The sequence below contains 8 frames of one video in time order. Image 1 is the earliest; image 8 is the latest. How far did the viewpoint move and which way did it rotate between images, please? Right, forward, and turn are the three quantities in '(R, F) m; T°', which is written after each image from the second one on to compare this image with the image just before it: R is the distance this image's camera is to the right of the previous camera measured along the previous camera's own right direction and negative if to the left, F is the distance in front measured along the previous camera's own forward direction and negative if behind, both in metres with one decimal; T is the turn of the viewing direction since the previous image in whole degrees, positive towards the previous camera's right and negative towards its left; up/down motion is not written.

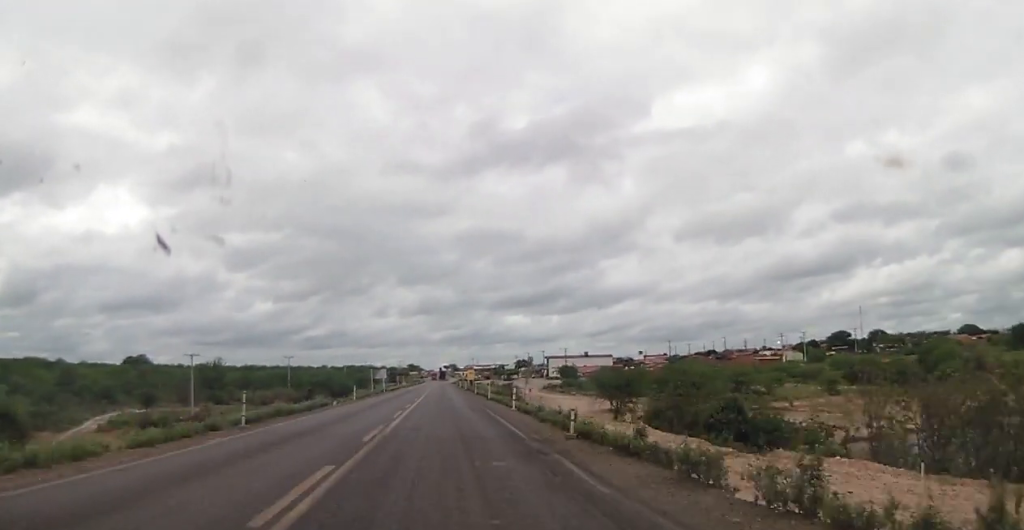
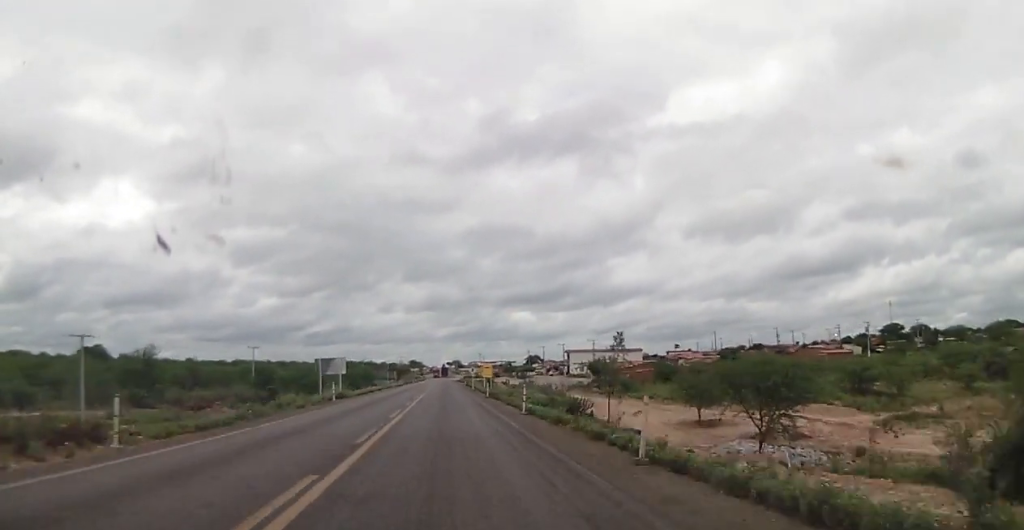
(0.0, +36.4) m; 0°
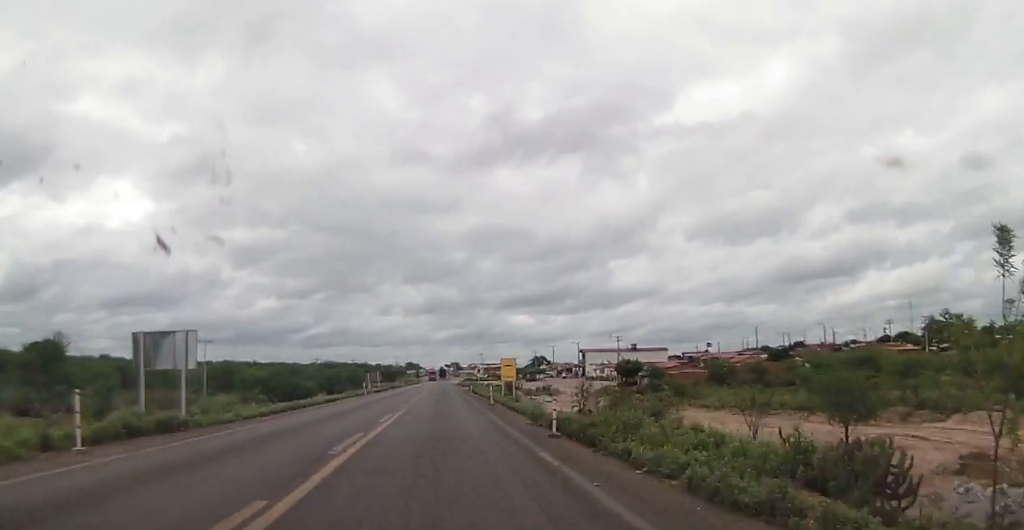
(0.0, +27.2) m; 0°
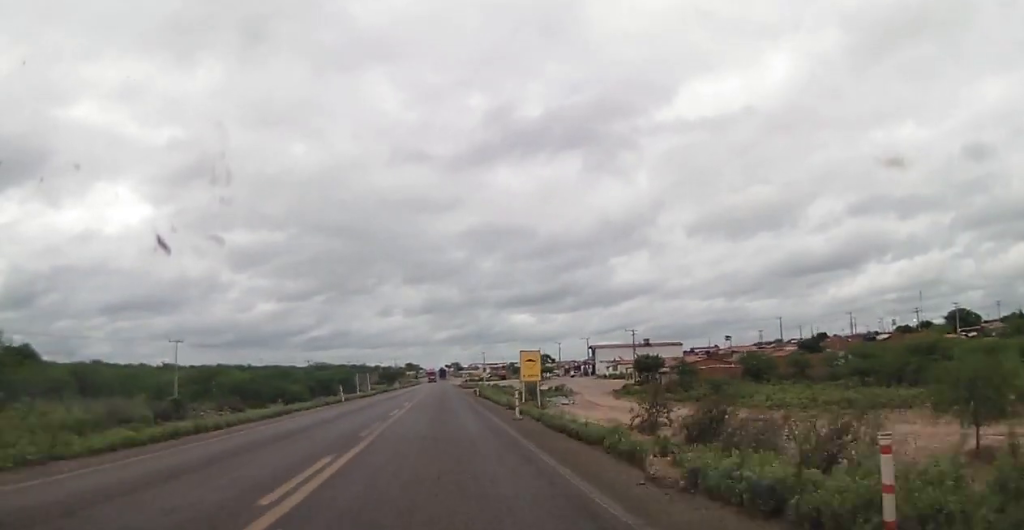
(0.0, +12.5) m; 0°
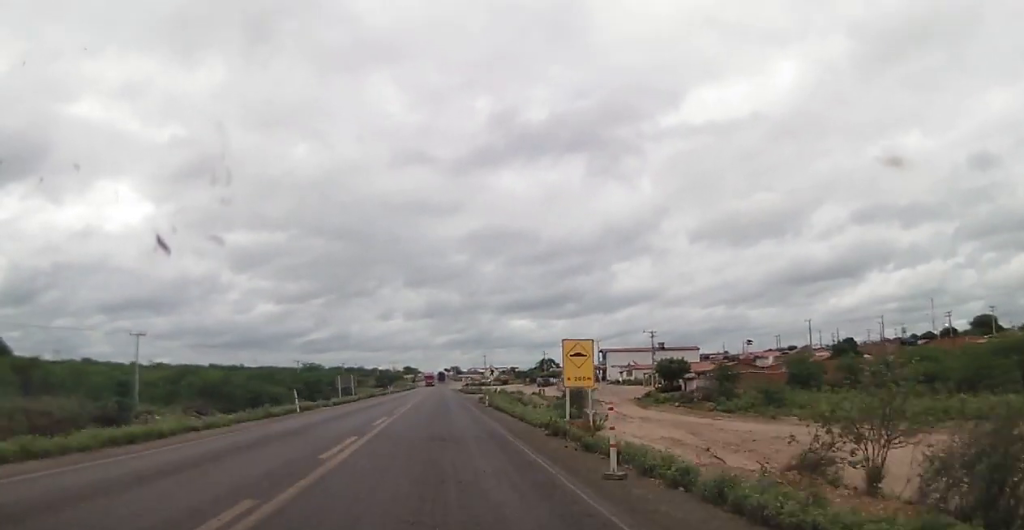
(0.0, +12.8) m; 0°
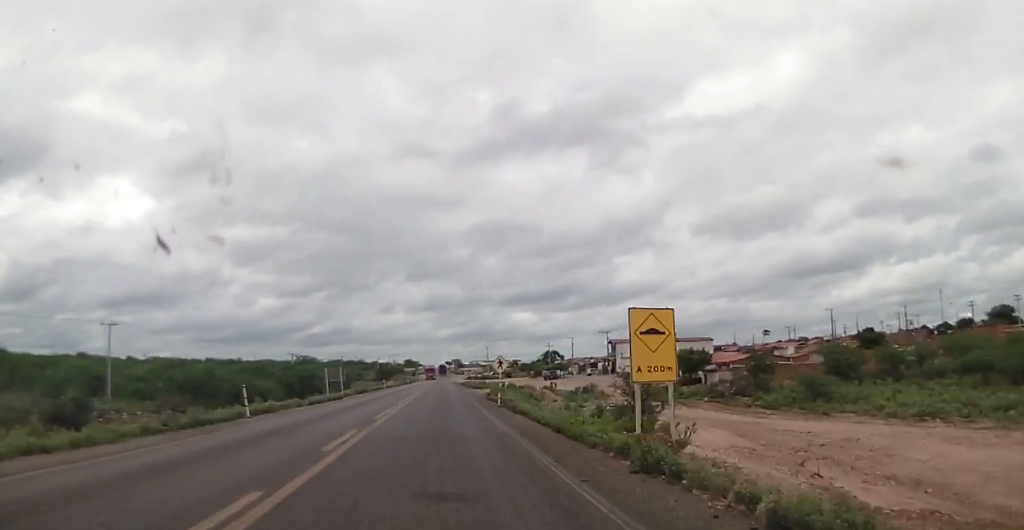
(0.0, +8.1) m; 0°
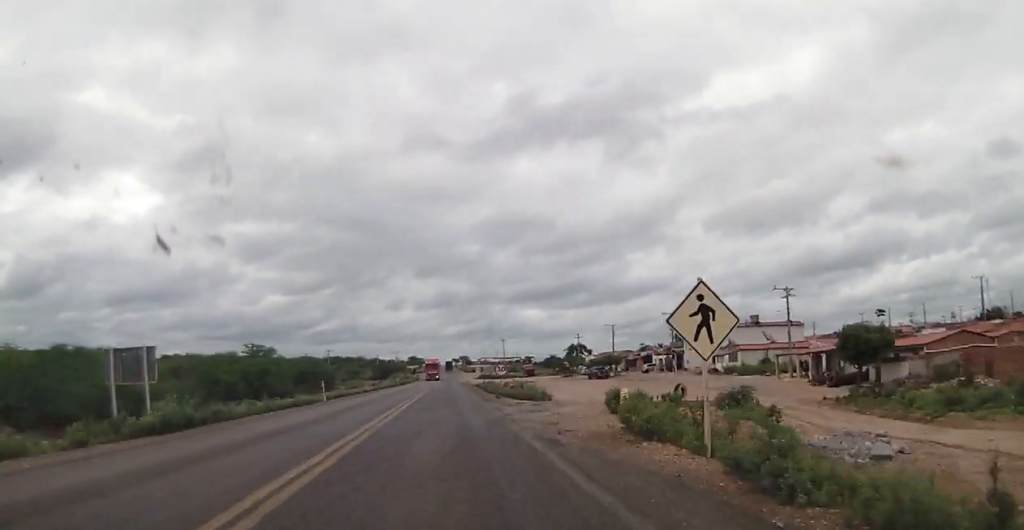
(-0.8, +40.0) m; -1°
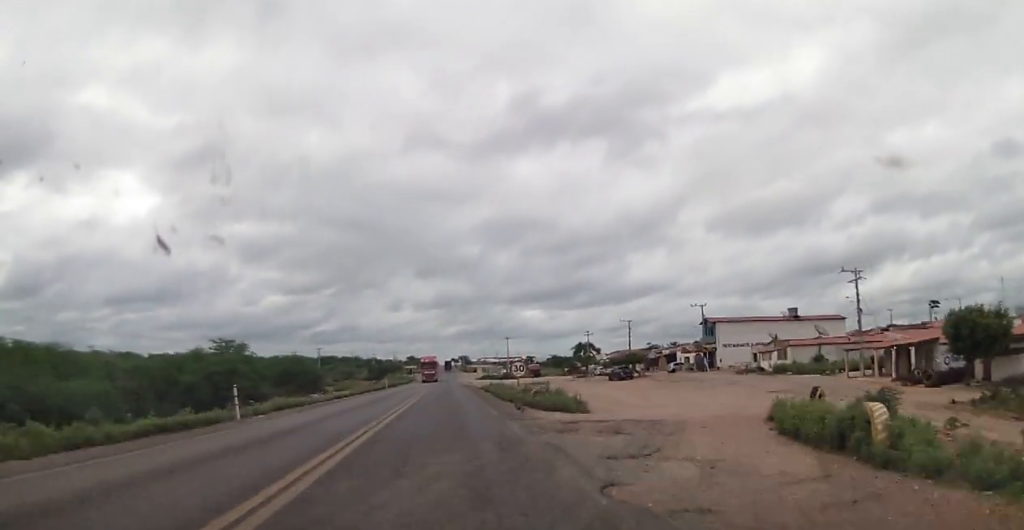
(+0.4, +14.3) m; +1°
